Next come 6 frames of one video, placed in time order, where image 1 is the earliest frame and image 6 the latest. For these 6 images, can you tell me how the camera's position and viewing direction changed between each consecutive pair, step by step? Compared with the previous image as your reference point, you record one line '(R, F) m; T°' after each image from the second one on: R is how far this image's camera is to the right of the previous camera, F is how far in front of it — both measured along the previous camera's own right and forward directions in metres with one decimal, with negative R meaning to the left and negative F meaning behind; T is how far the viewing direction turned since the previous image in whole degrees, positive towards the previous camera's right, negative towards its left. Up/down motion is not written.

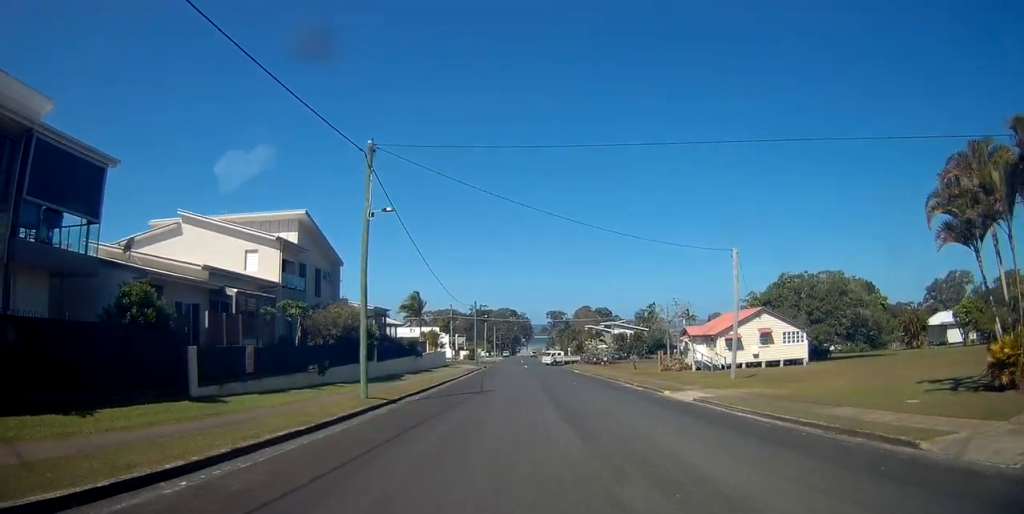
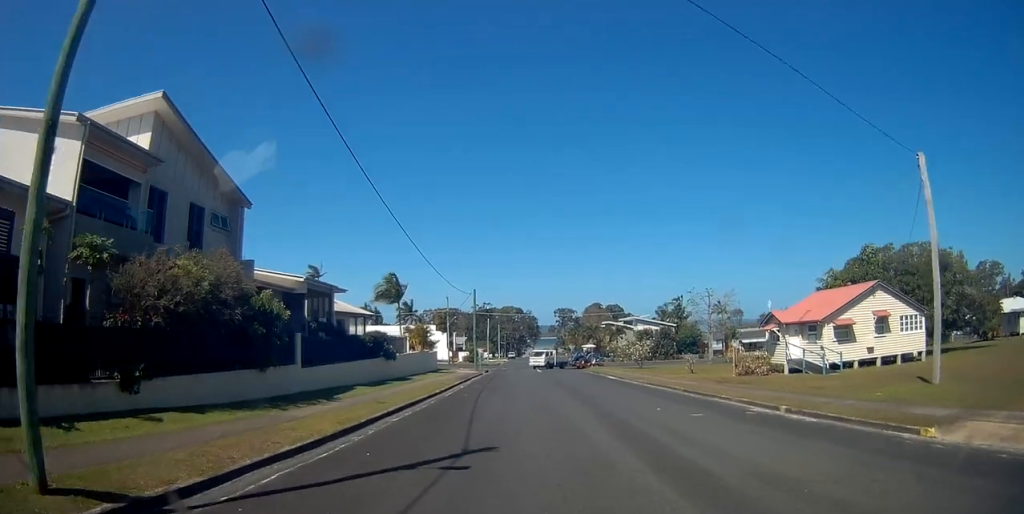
(-0.2, +16.1) m; 0°
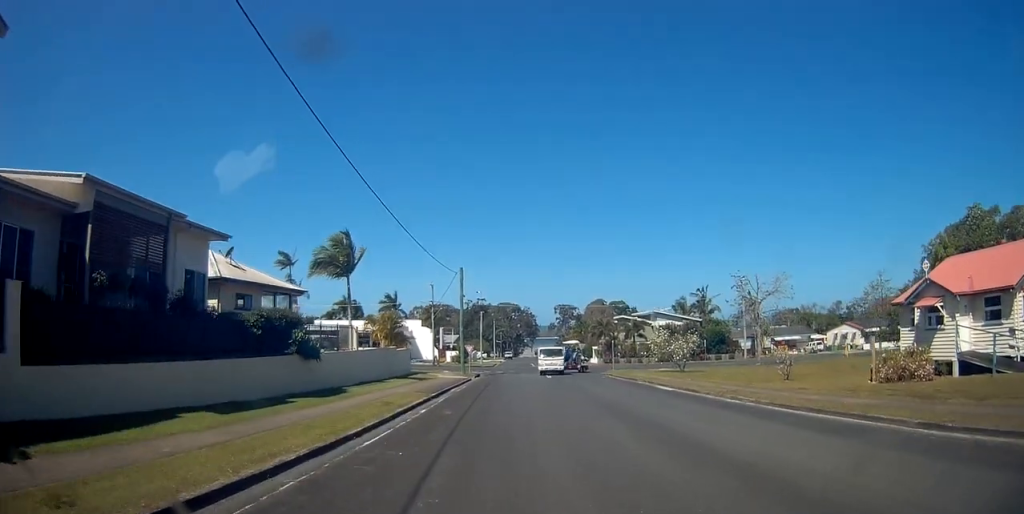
(-0.2, +15.8) m; -2°
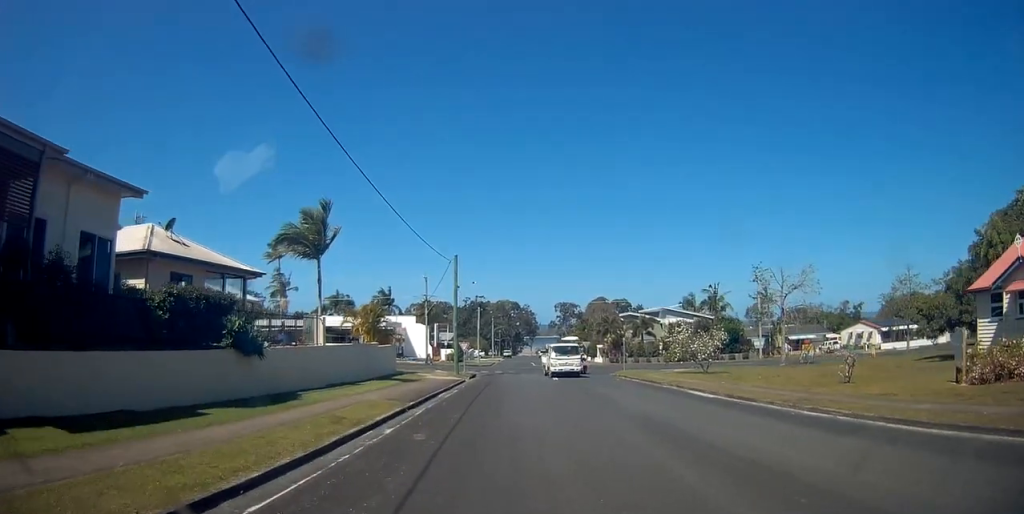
(-0.1, +5.7) m; 0°
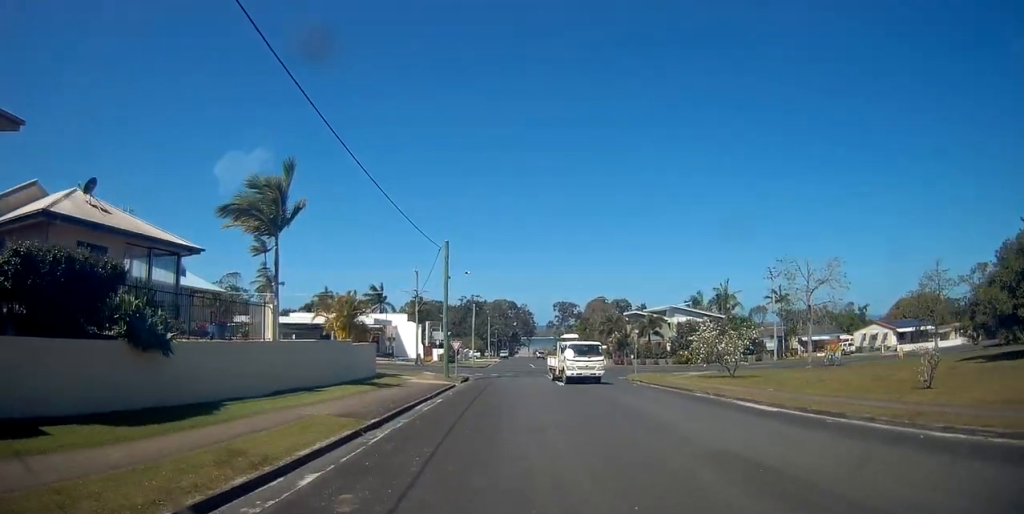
(+0.1, +5.5) m; +1°
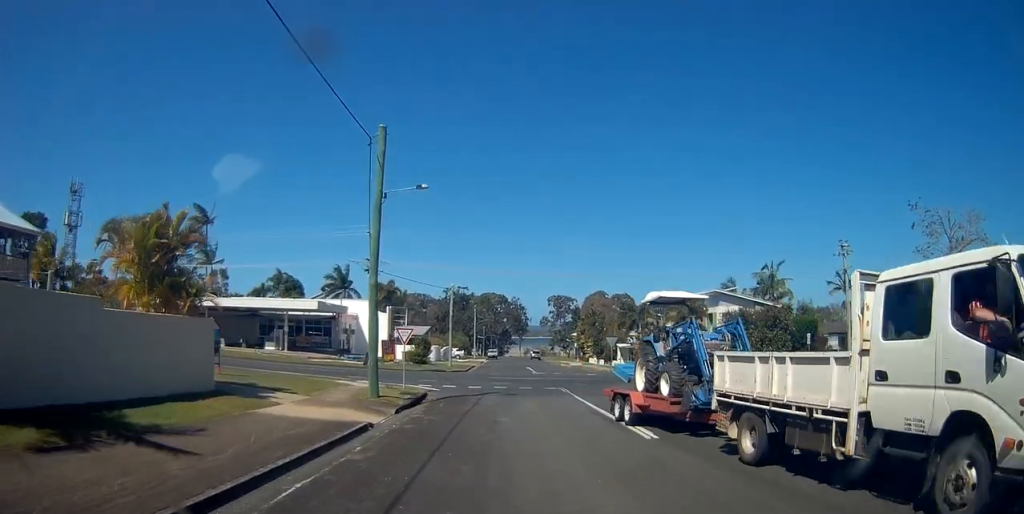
(+0.5, +19.4) m; +3°
